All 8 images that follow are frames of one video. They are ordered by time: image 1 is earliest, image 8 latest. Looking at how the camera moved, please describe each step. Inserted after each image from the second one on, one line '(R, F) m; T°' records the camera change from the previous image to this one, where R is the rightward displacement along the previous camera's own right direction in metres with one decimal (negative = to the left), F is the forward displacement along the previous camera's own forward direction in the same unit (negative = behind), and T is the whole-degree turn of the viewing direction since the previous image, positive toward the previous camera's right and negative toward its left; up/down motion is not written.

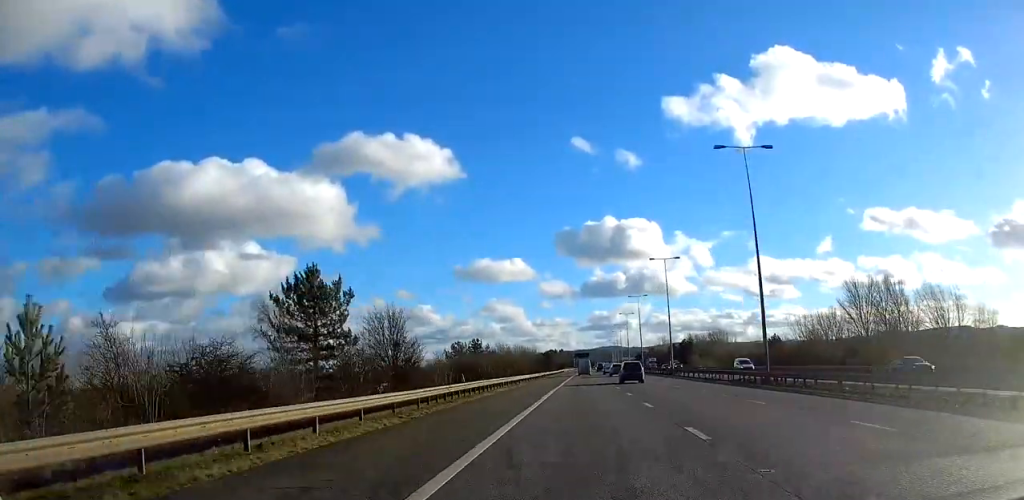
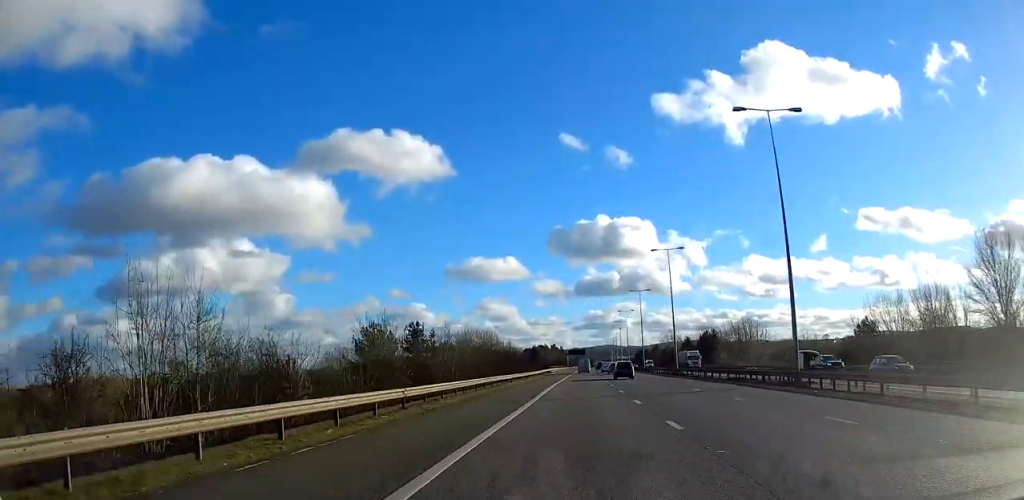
(+0.1, +51.9) m; 0°
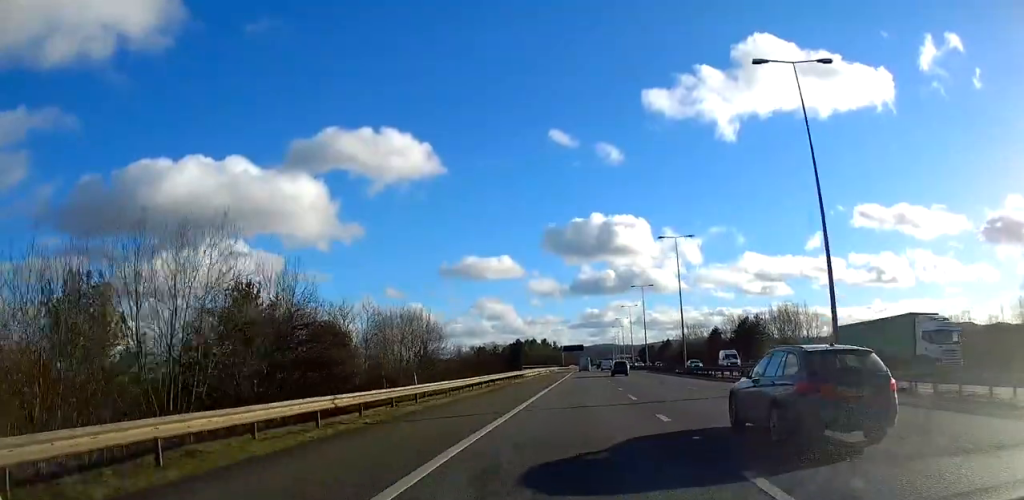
(+0.3, +52.2) m; 0°
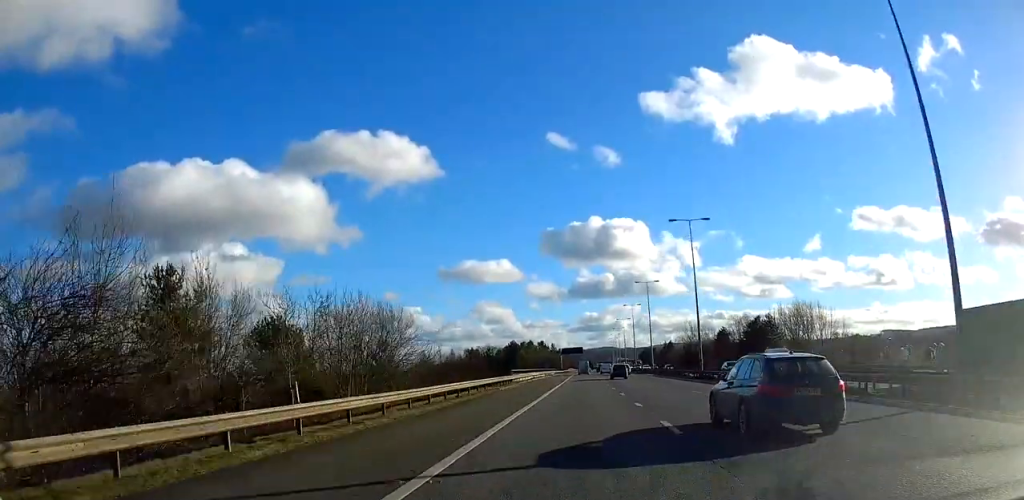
(0.0, +10.7) m; 0°
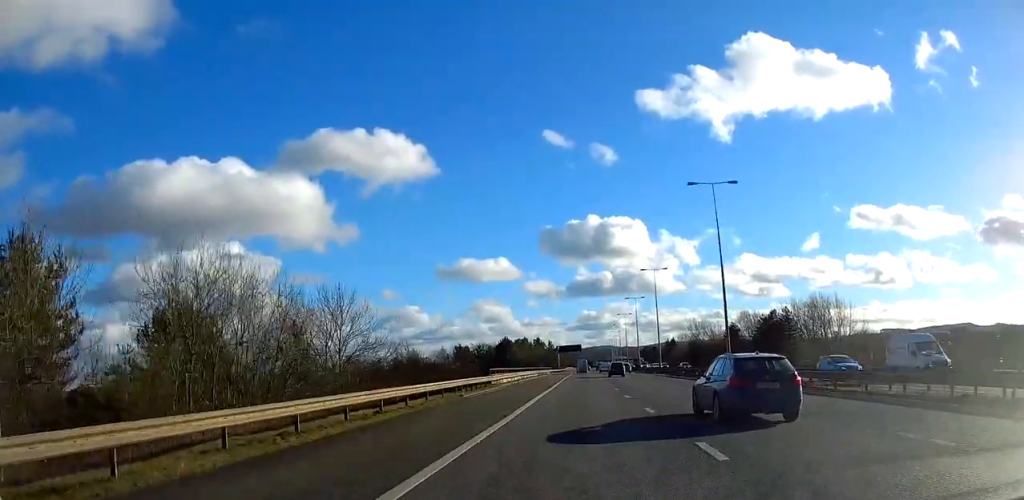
(0.0, +13.3) m; 0°
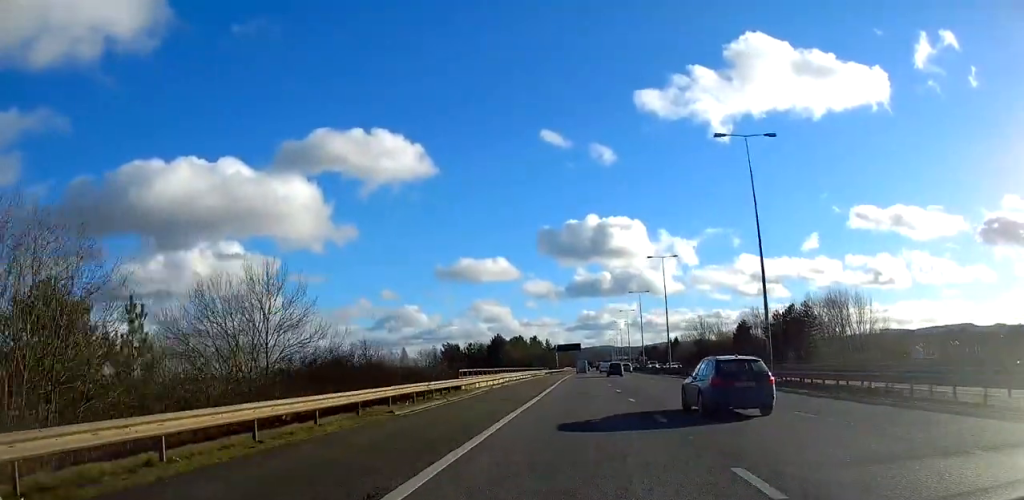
(0.0, +11.5) m; 0°
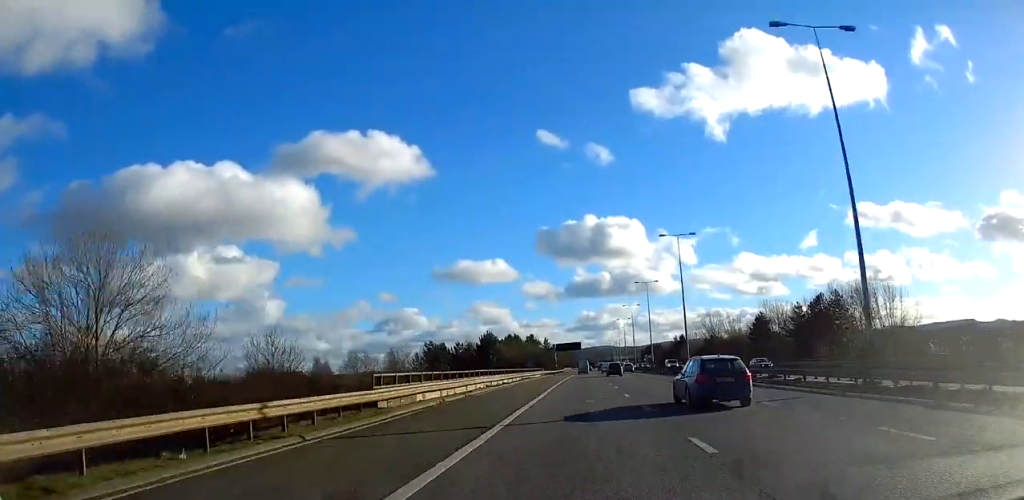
(0.0, +14.1) m; 0°
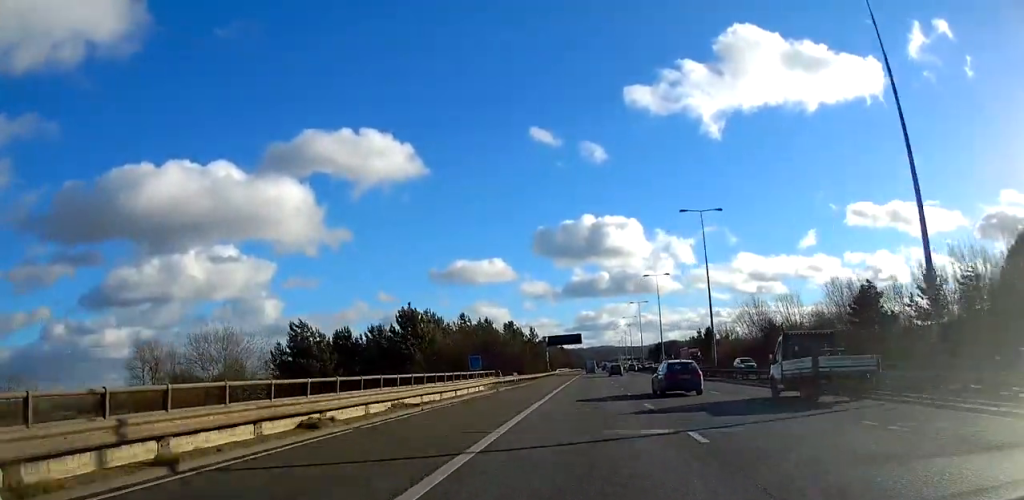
(+0.1, +52.9) m; +1°
